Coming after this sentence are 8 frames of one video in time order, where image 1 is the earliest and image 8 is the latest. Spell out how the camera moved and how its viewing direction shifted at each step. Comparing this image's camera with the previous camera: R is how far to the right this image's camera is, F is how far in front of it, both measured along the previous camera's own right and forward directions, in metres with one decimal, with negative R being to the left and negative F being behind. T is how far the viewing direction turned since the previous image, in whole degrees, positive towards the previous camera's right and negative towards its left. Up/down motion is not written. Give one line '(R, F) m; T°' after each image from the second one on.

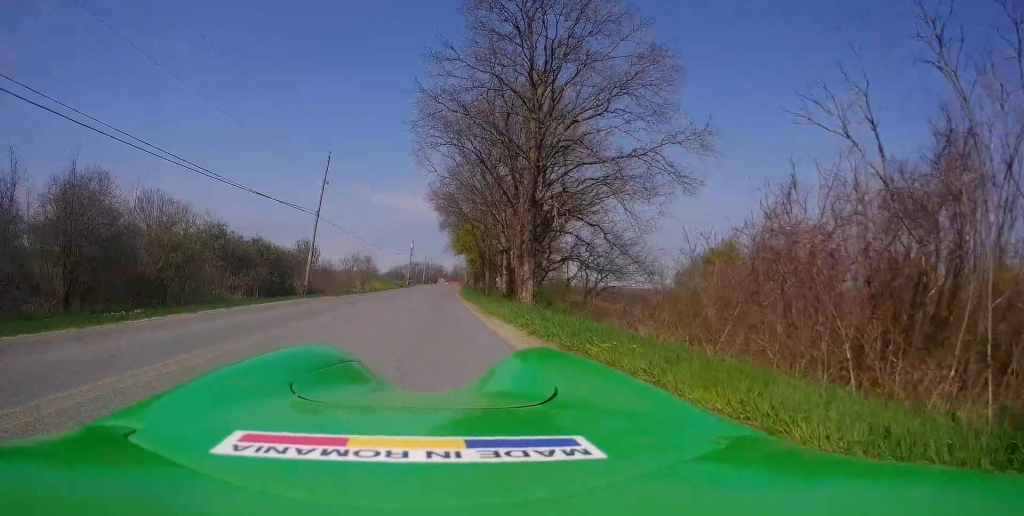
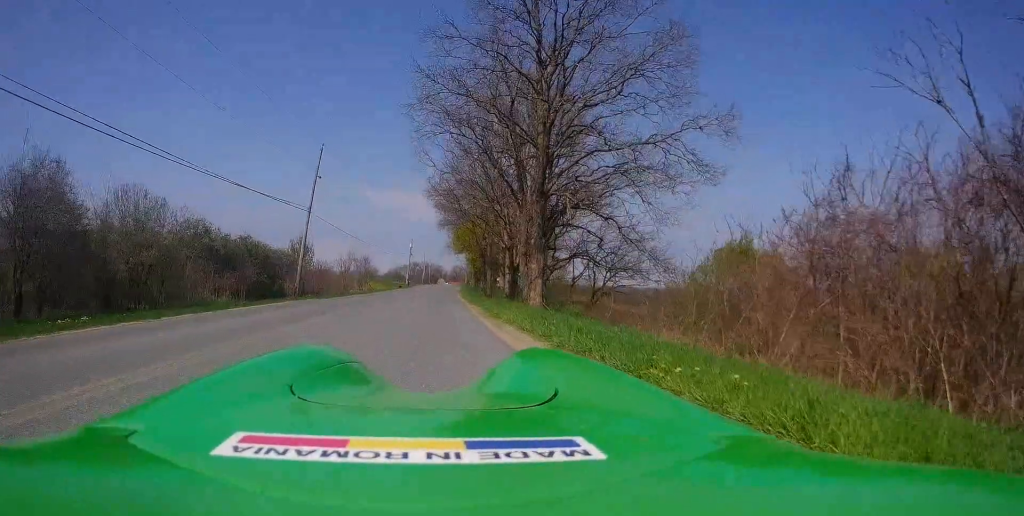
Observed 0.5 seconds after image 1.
(-0.2, +2.0) m; -2°
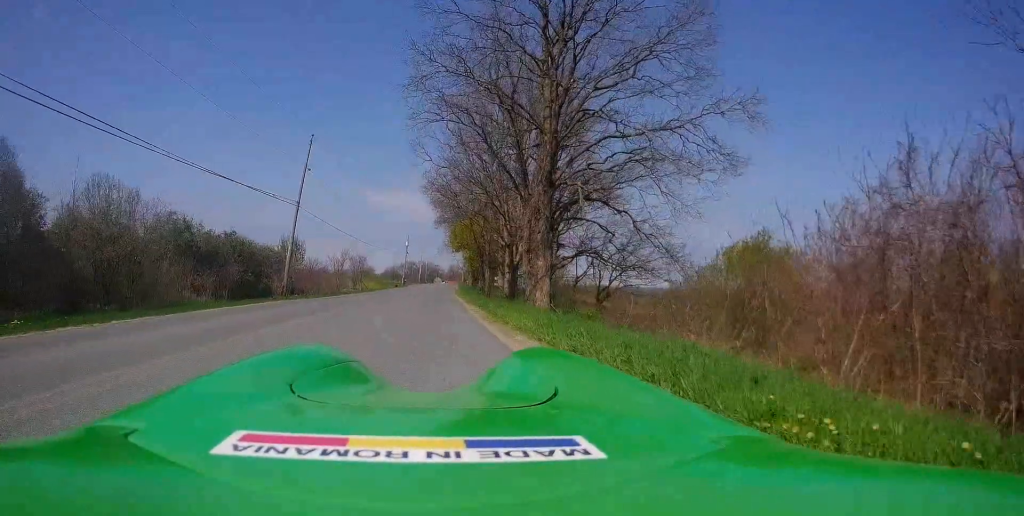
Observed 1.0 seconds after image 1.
(-0.1, +1.9) m; -1°
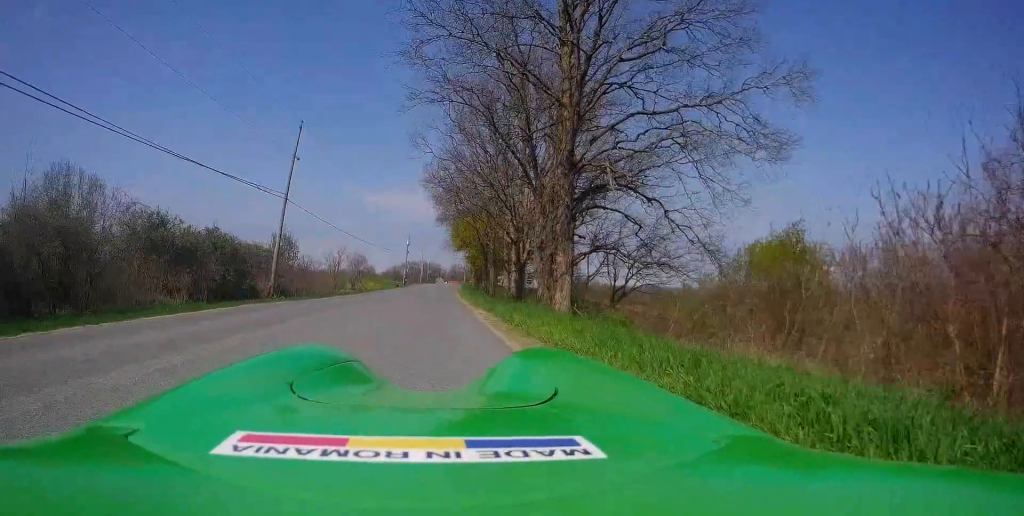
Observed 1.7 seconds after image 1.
(+0.1, +2.7) m; +1°
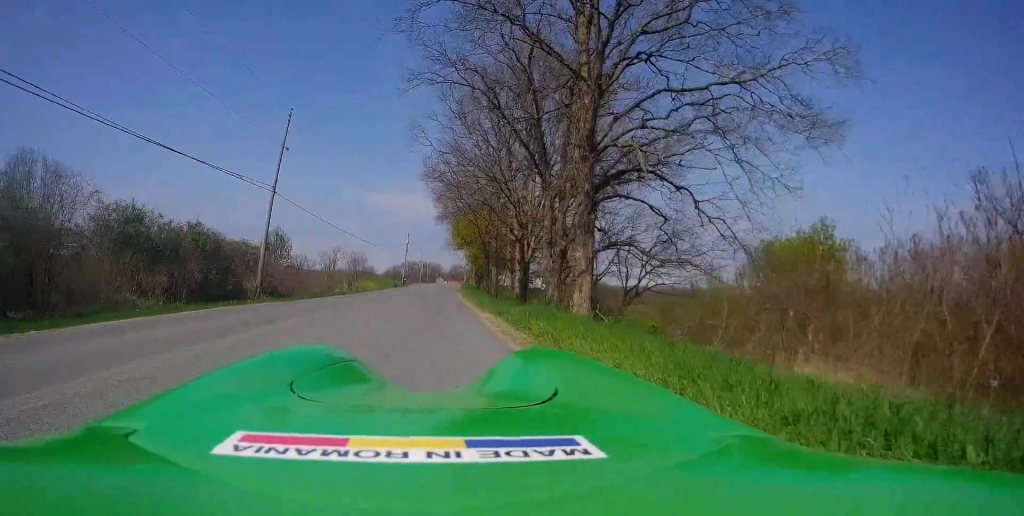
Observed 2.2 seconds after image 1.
(0.0, +2.1) m; 0°
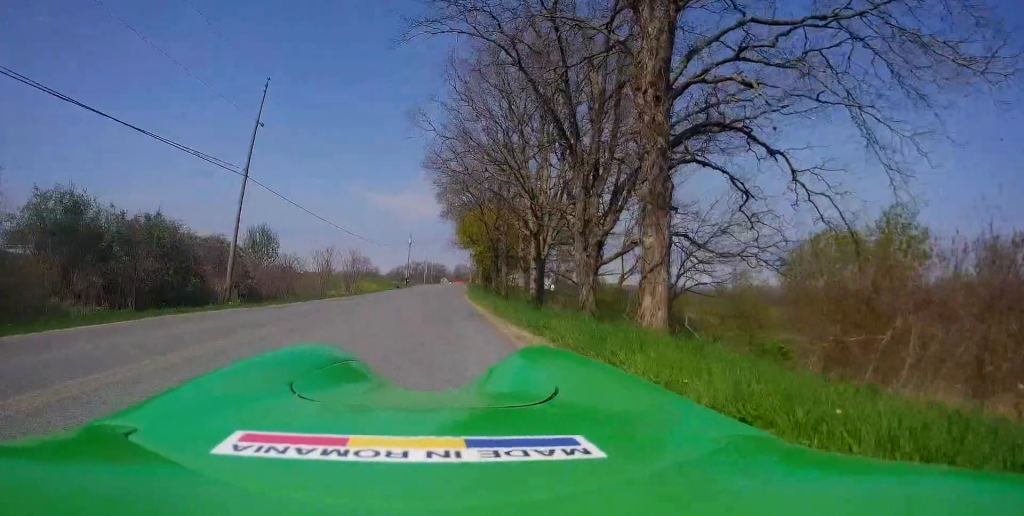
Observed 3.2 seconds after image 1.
(0.0, +4.3) m; -1°
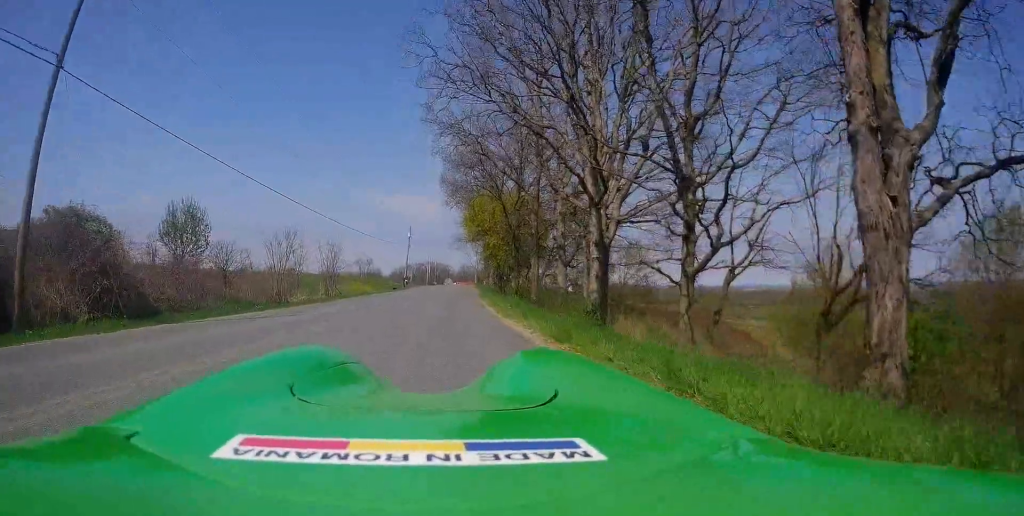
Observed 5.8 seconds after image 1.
(-0.9, +12.2) m; -3°
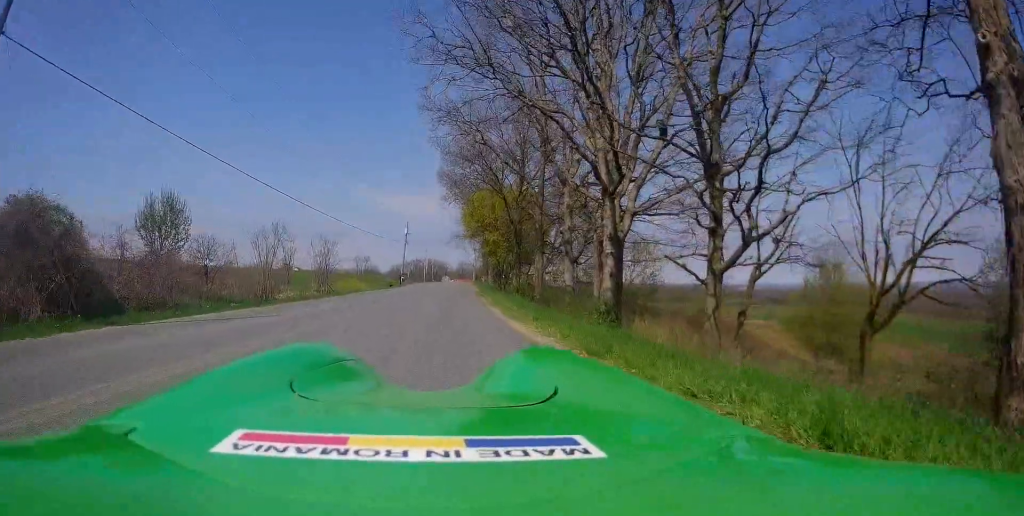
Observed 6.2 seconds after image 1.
(+0.1, +2.1) m; +1°
